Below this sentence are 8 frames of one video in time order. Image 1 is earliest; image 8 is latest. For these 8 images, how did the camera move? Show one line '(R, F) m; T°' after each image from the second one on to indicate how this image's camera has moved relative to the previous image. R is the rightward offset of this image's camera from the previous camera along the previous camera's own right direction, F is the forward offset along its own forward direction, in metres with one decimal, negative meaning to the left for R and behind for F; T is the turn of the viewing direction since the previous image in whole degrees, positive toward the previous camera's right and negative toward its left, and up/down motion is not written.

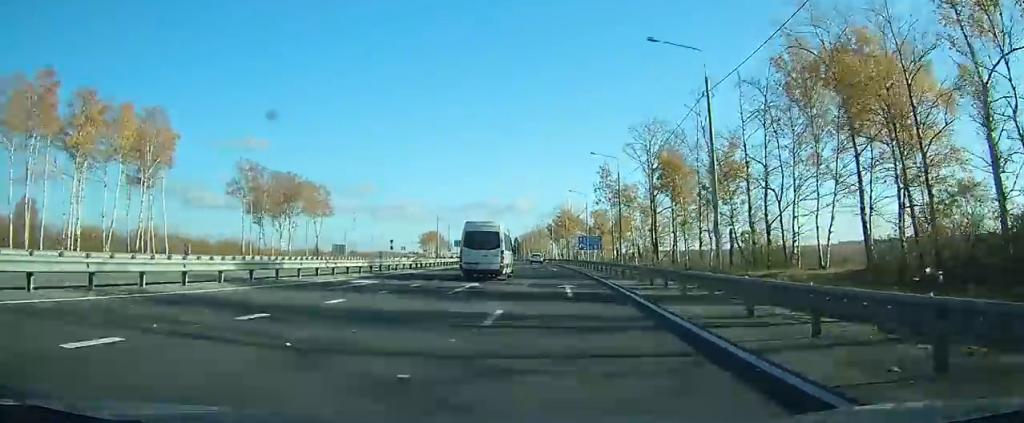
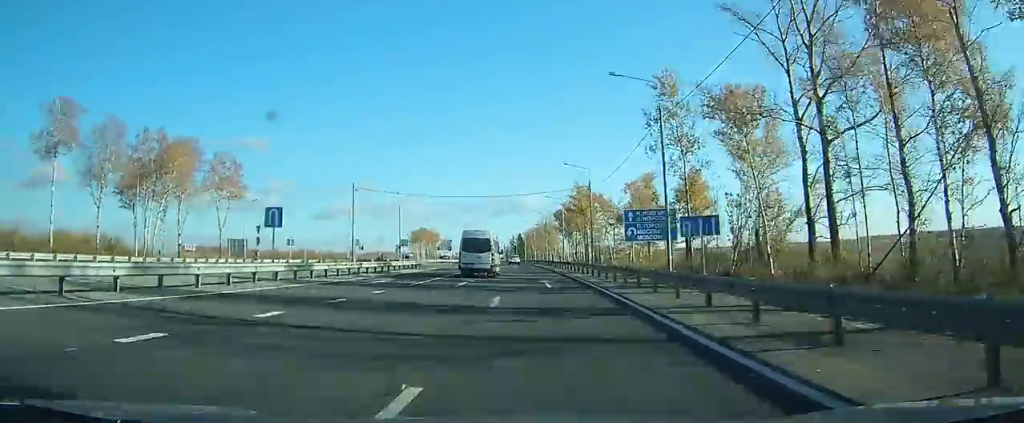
(+0.5, +57.6) m; -1°
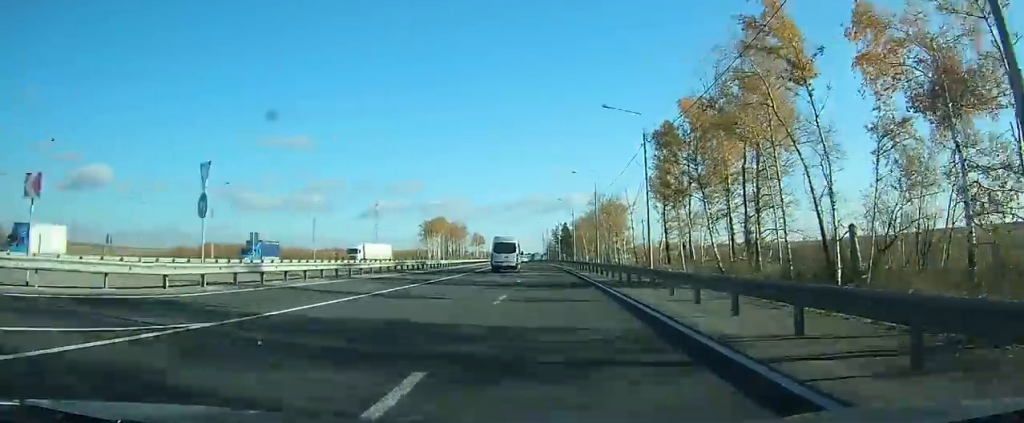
(-2.8, +85.7) m; -3°
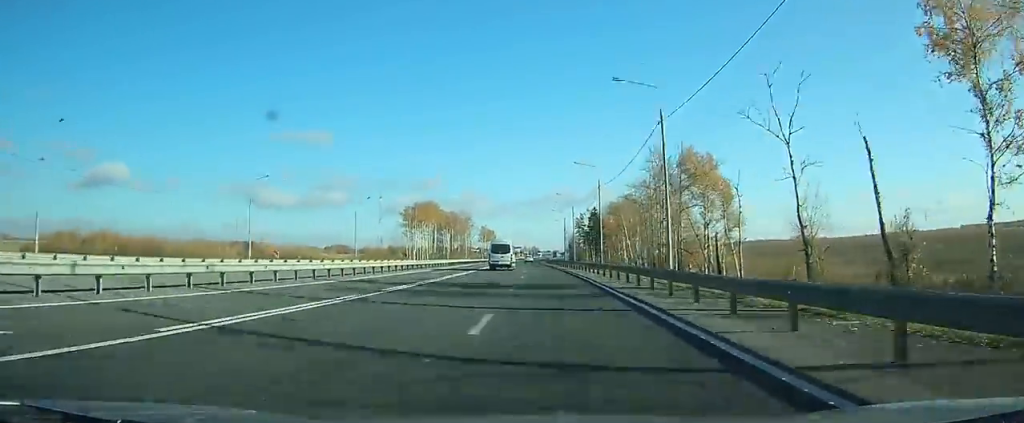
(-0.8, +63.6) m; -2°
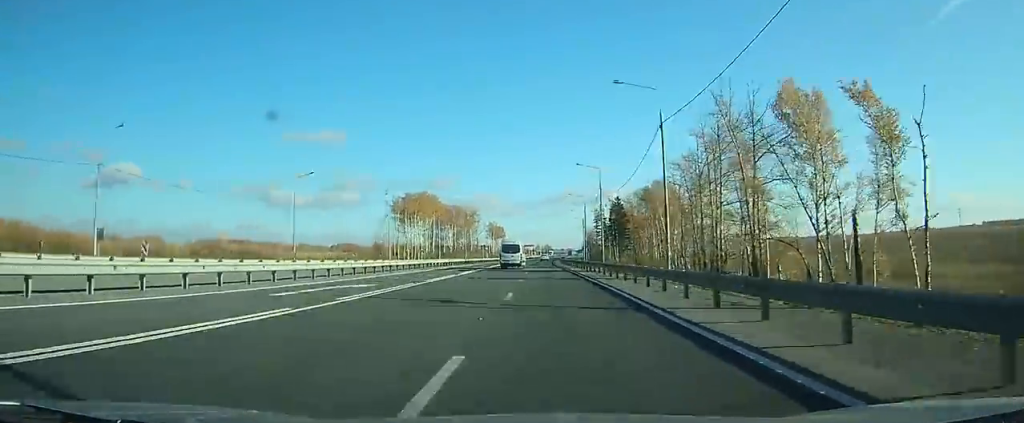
(-0.2, +27.2) m; -1°
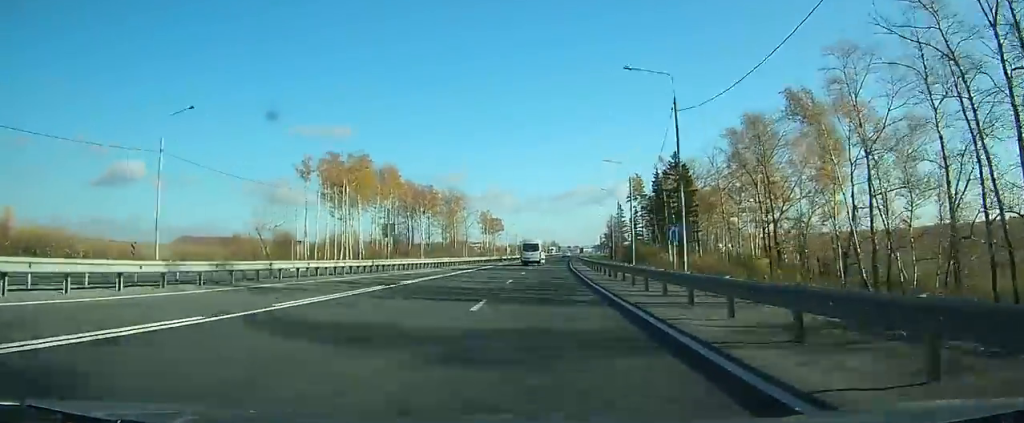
(-0.6, +61.2) m; -1°
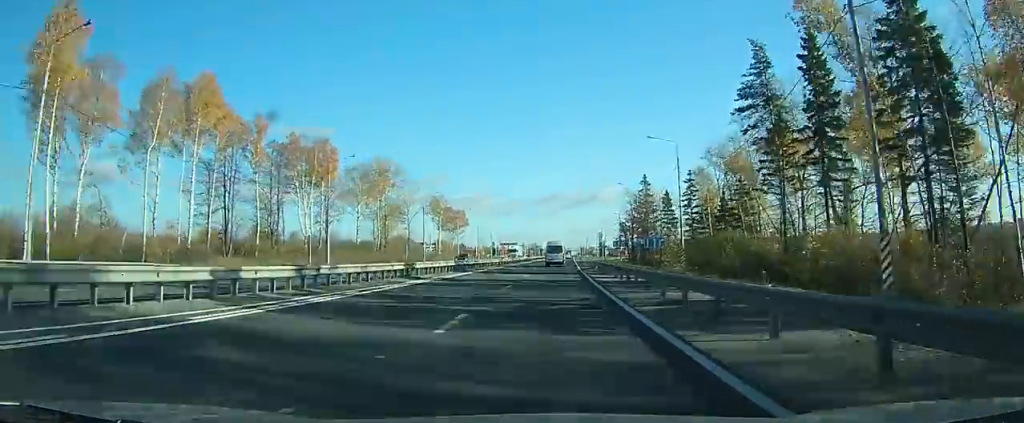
(+0.5, +74.8) m; +1°
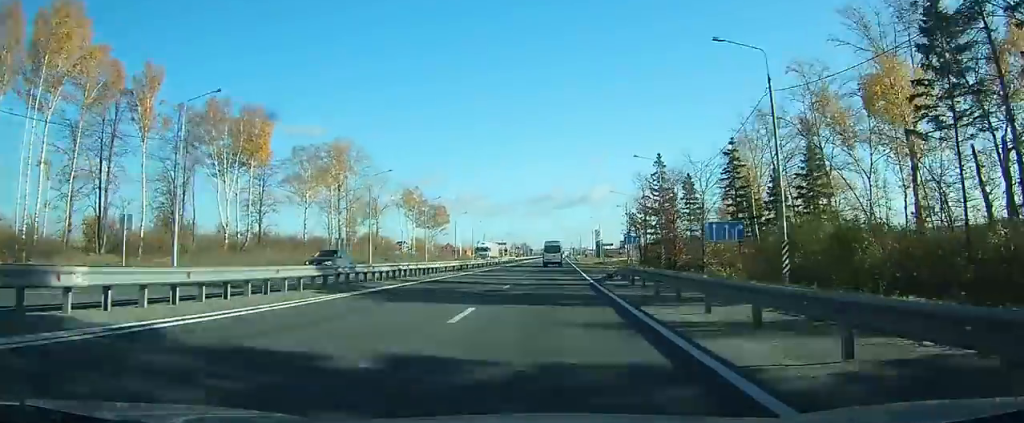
(+0.2, +21.3) m; 0°
